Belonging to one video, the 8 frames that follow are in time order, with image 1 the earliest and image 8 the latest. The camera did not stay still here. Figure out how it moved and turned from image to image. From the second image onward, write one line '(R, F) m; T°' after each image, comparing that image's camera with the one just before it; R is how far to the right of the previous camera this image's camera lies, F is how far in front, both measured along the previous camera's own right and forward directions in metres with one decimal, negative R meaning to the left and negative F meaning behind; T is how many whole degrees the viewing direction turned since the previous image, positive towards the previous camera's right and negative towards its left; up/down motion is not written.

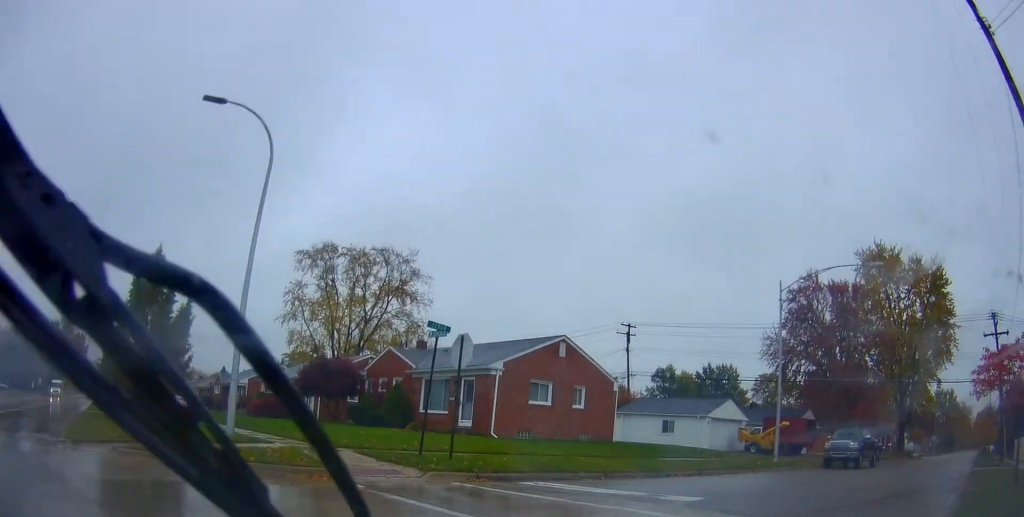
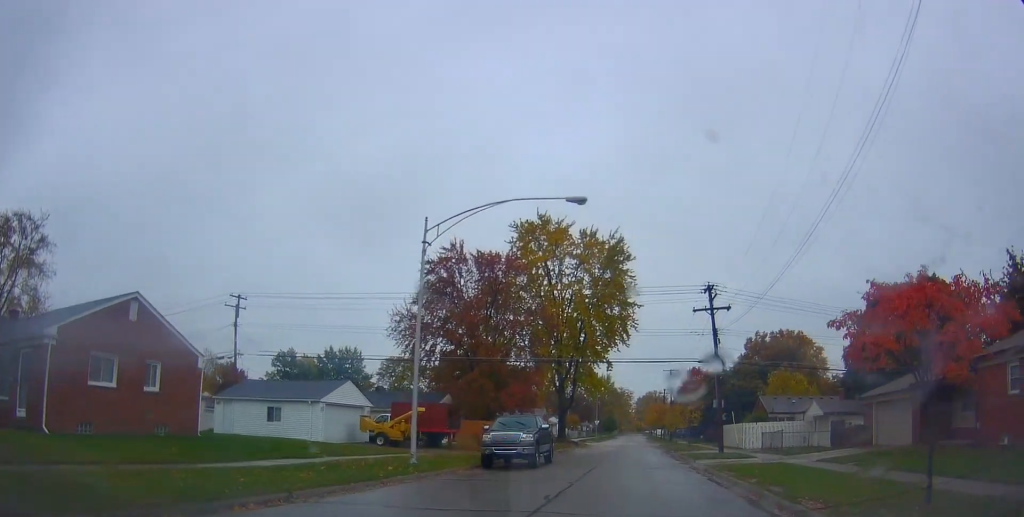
(+2.0, +8.4) m; +20°
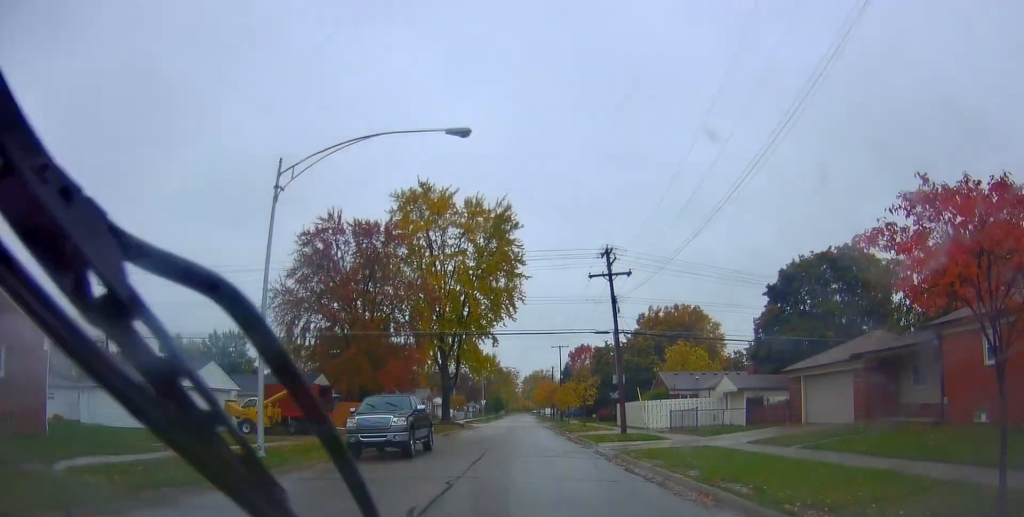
(+0.1, +3.5) m; +9°
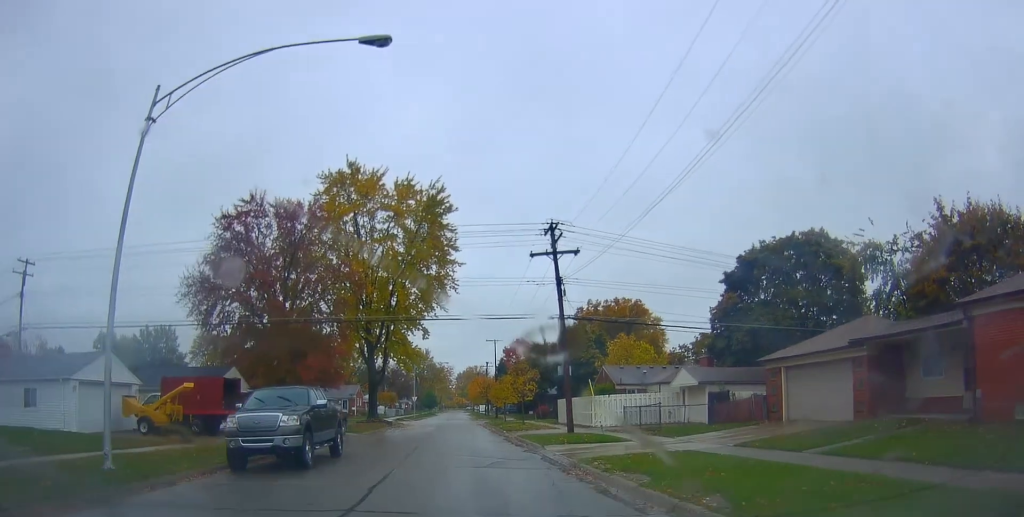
(+0.5, +3.8) m; +13°
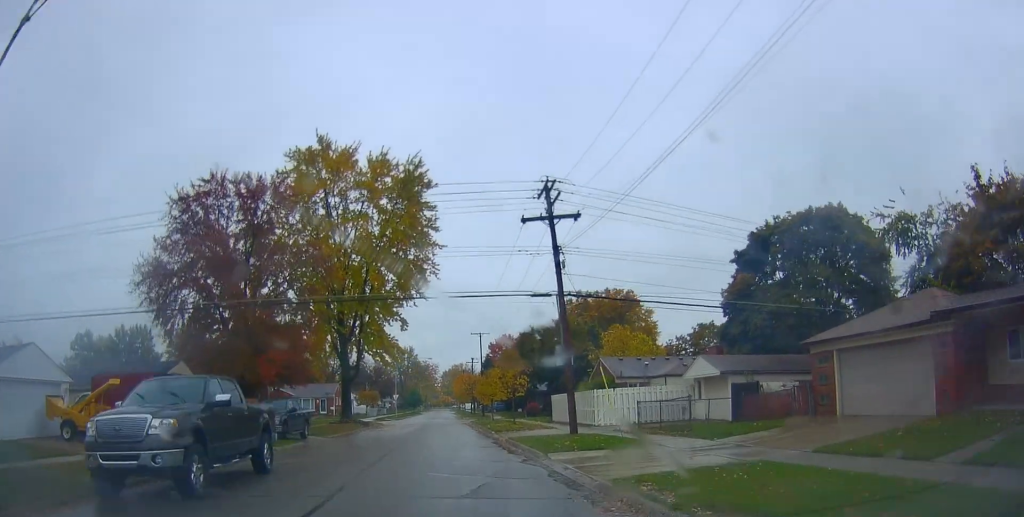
(+0.5, +4.3) m; +8°
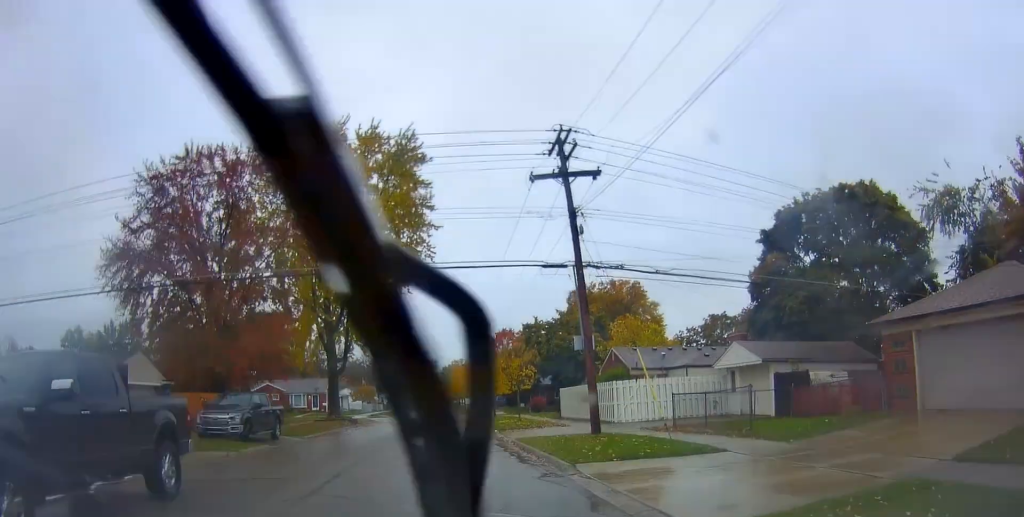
(+0.2, +3.9) m; +4°
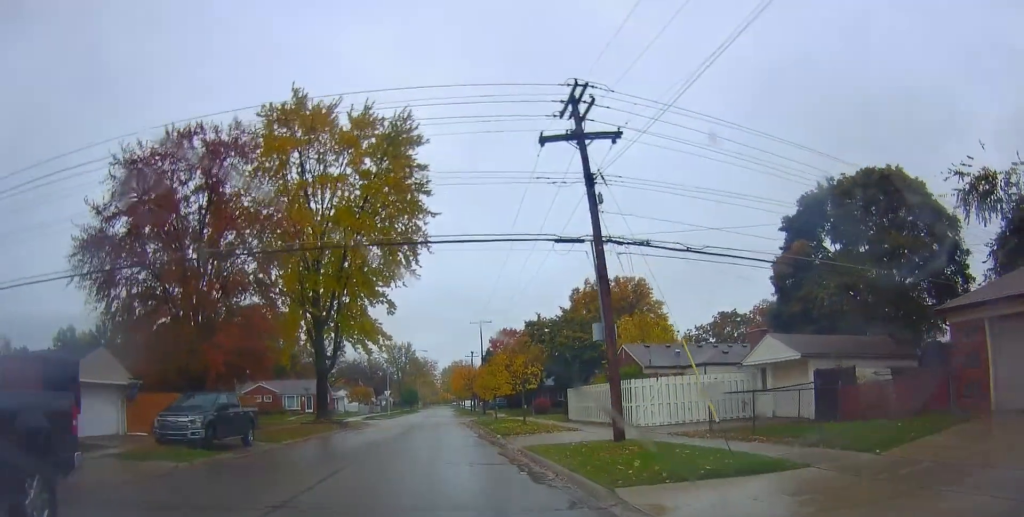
(+0.1, +3.1) m; +2°
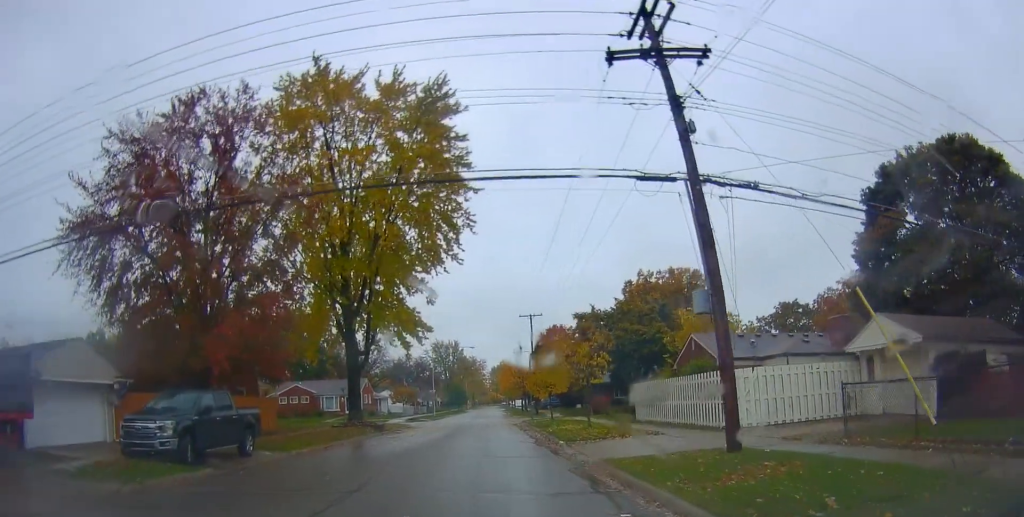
(0.0, +5.7) m; -5°
